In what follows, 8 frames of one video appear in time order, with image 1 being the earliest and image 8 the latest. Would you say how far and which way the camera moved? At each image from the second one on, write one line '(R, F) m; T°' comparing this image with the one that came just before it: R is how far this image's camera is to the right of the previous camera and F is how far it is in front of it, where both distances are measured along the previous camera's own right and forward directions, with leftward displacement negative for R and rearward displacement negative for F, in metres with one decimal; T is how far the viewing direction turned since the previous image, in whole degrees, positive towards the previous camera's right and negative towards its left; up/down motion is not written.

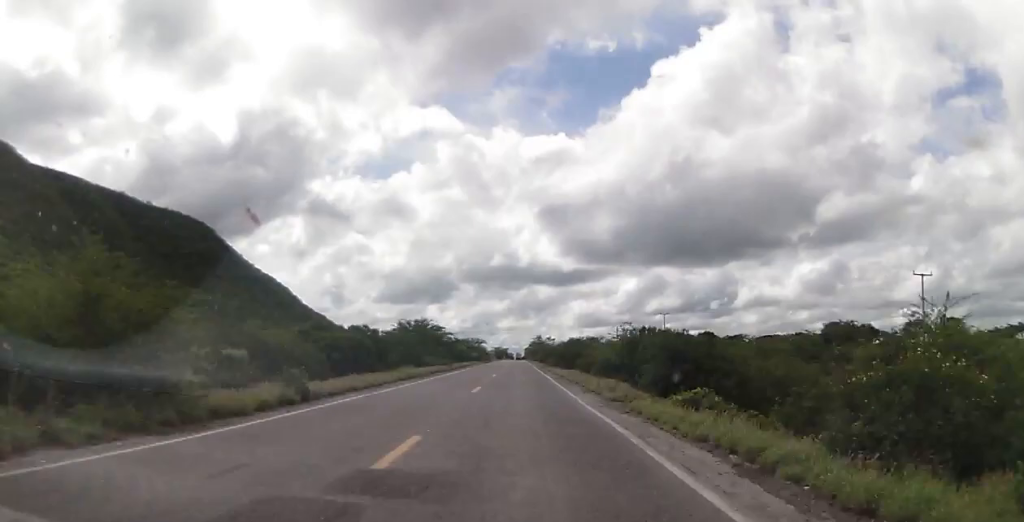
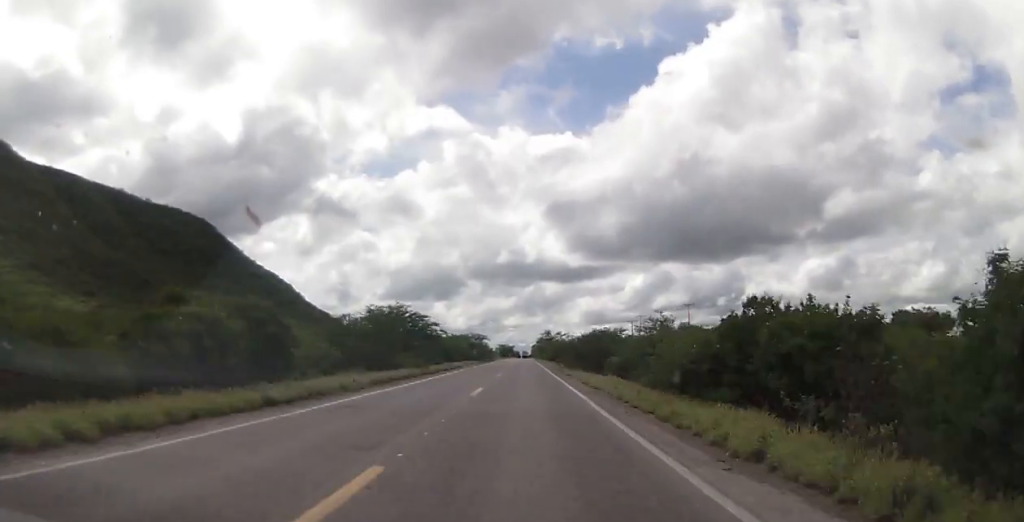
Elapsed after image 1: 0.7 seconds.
(-0.1, +19.3) m; 0°
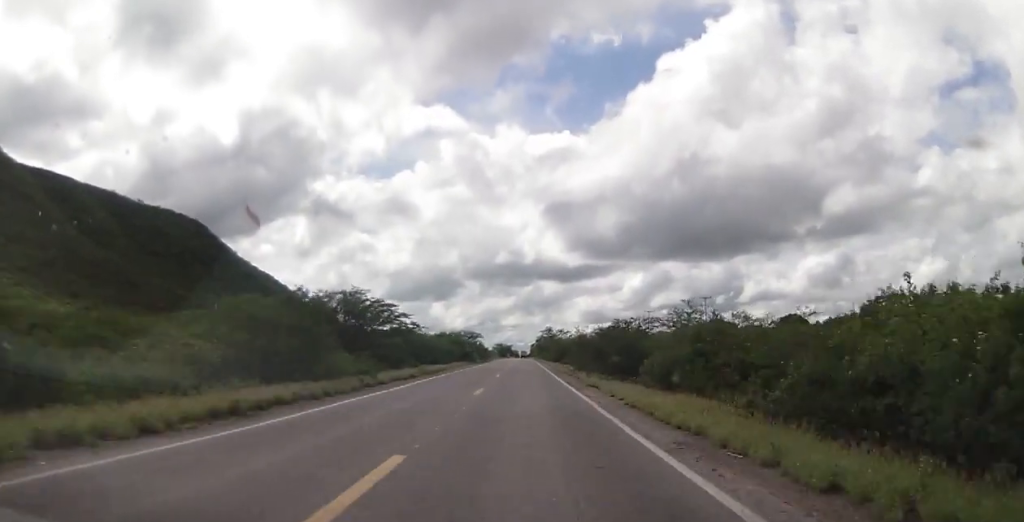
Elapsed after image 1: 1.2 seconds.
(+0.1, +15.5) m; 0°
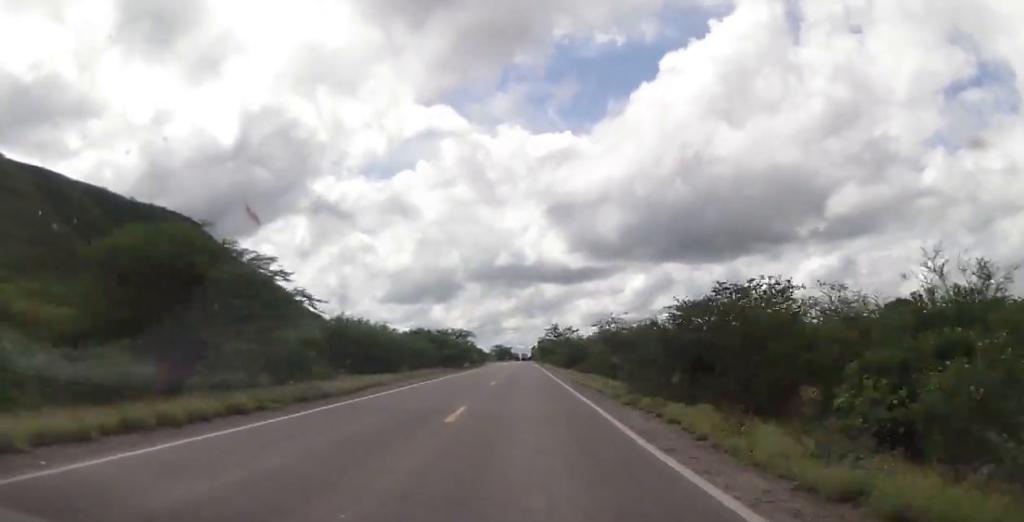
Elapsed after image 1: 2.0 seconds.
(-0.2, +24.3) m; 0°
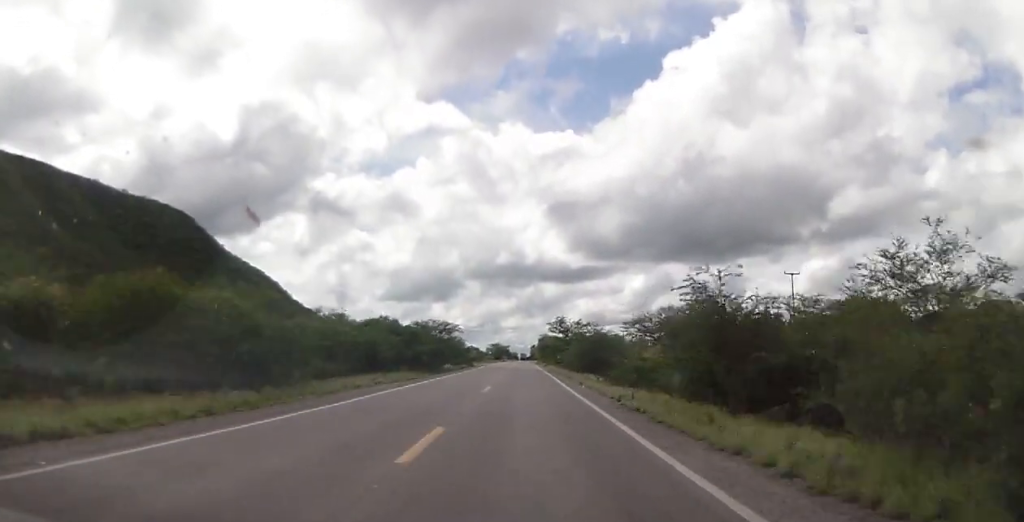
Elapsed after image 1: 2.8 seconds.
(-0.1, +21.4) m; 0°
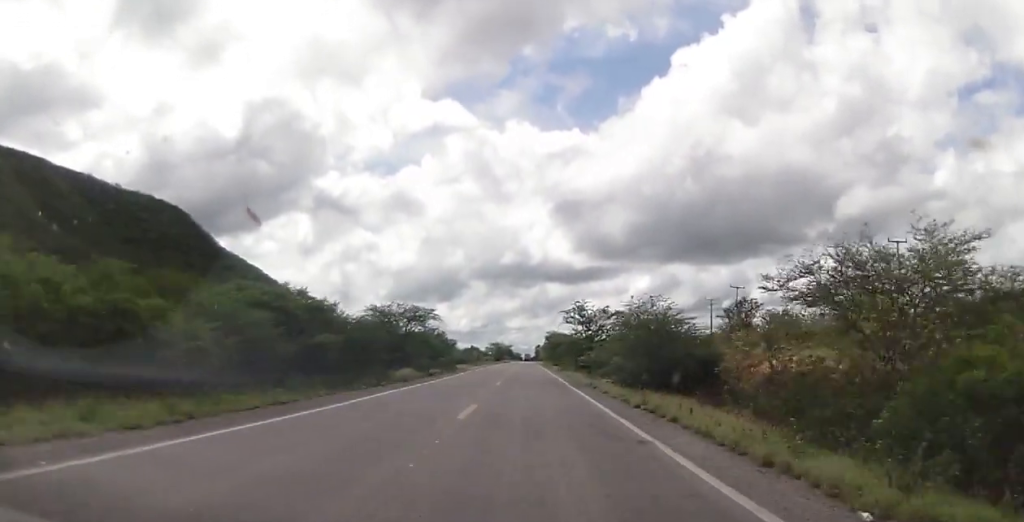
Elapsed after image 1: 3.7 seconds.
(+0.1, +27.4) m; 0°
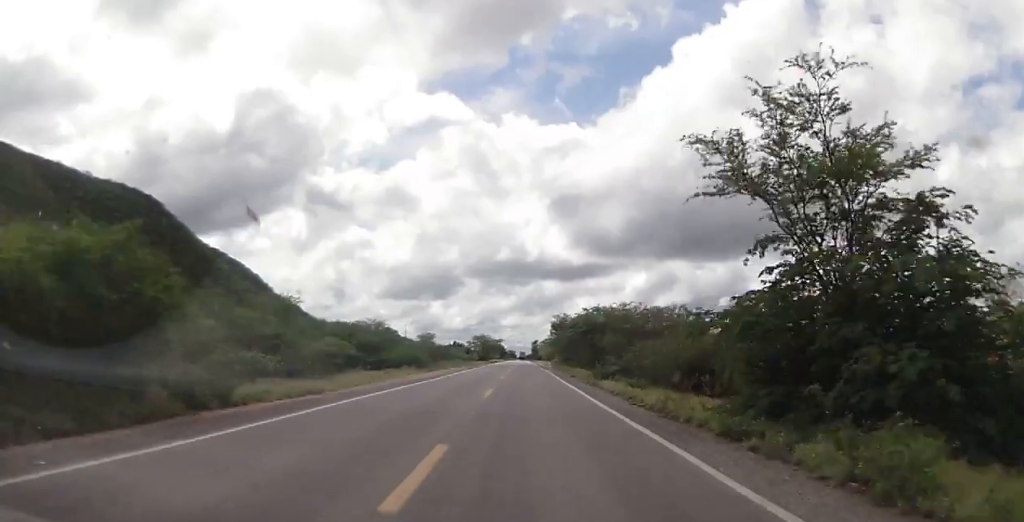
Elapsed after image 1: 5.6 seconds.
(+0.4, +57.3) m; +1°
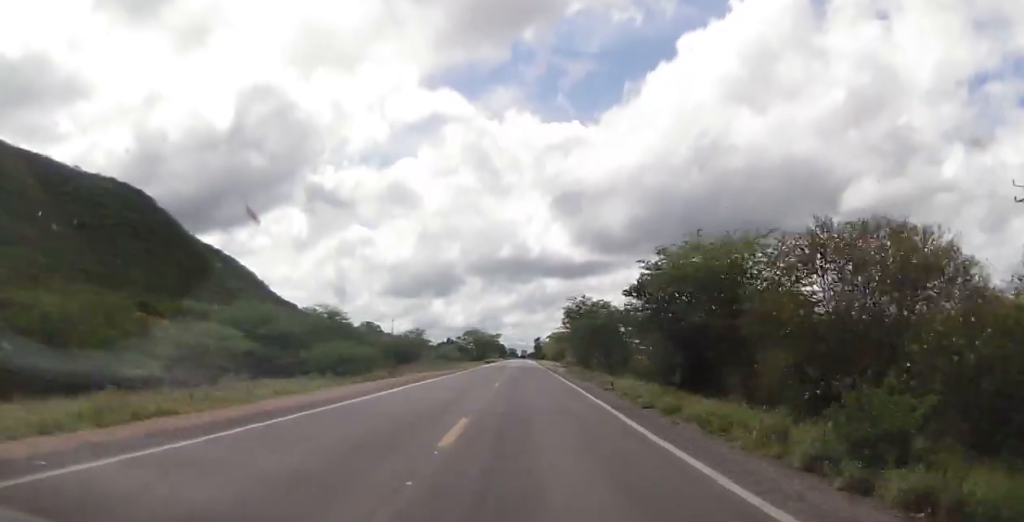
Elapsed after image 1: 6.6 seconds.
(-0.2, +27.9) m; -1°
